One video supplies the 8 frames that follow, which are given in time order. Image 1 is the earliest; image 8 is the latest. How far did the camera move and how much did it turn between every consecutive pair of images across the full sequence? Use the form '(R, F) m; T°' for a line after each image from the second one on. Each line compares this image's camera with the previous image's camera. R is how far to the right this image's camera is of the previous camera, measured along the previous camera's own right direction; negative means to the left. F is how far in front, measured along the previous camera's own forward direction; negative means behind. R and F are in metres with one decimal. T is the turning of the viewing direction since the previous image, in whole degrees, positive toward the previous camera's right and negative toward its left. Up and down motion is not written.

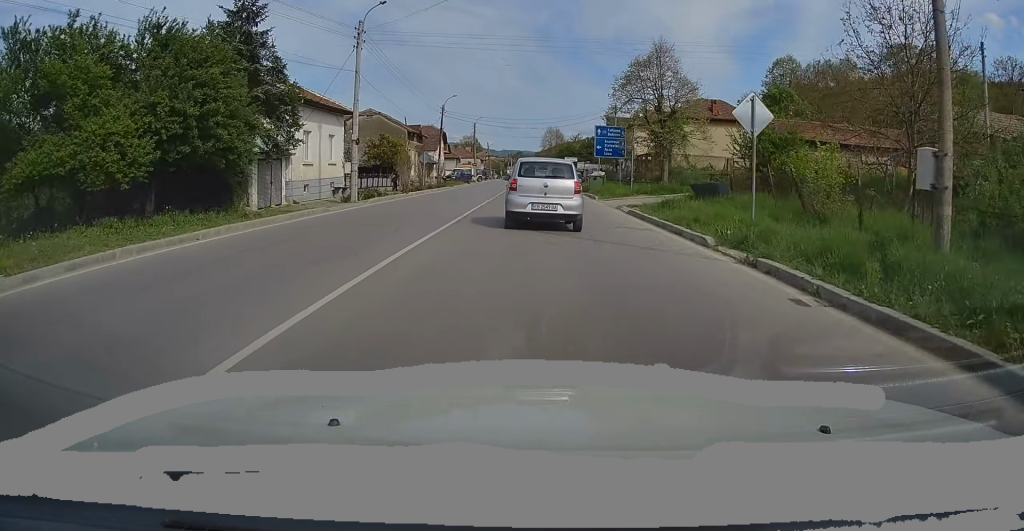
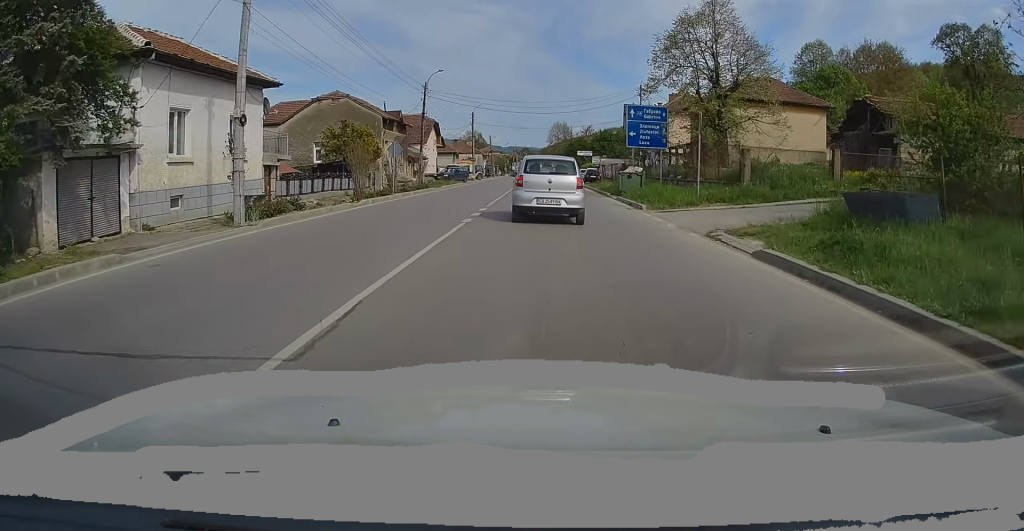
(0.0, +12.0) m; 0°
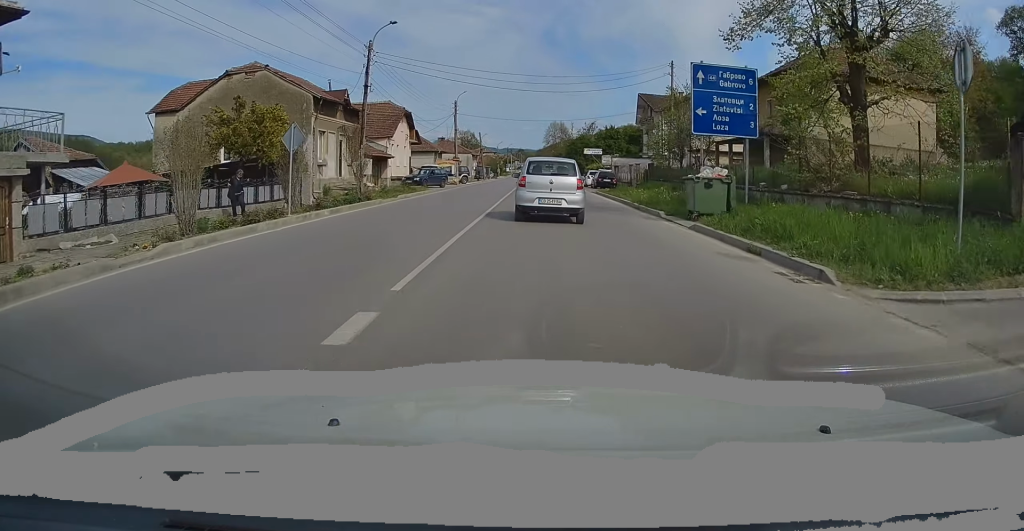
(-0.1, +14.0) m; -1°
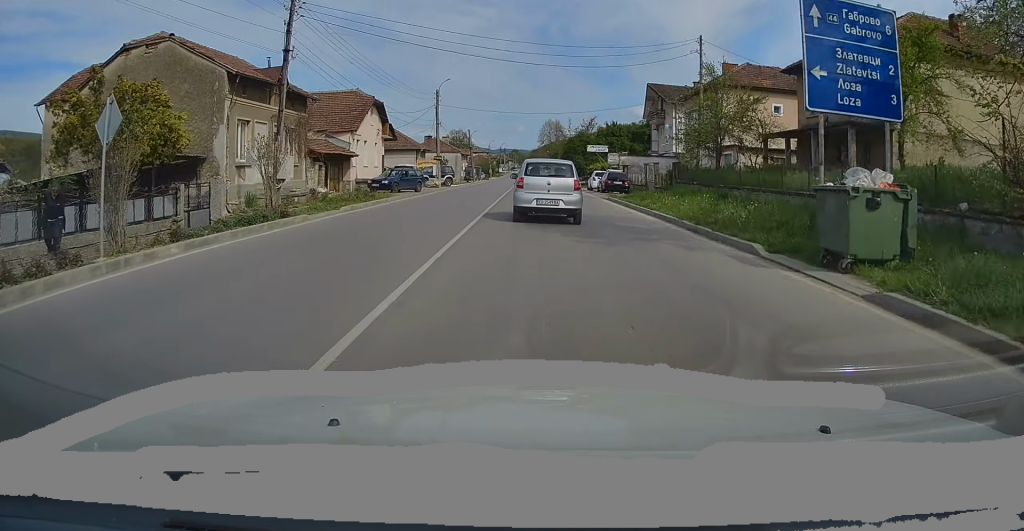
(0.0, +8.8) m; 0°
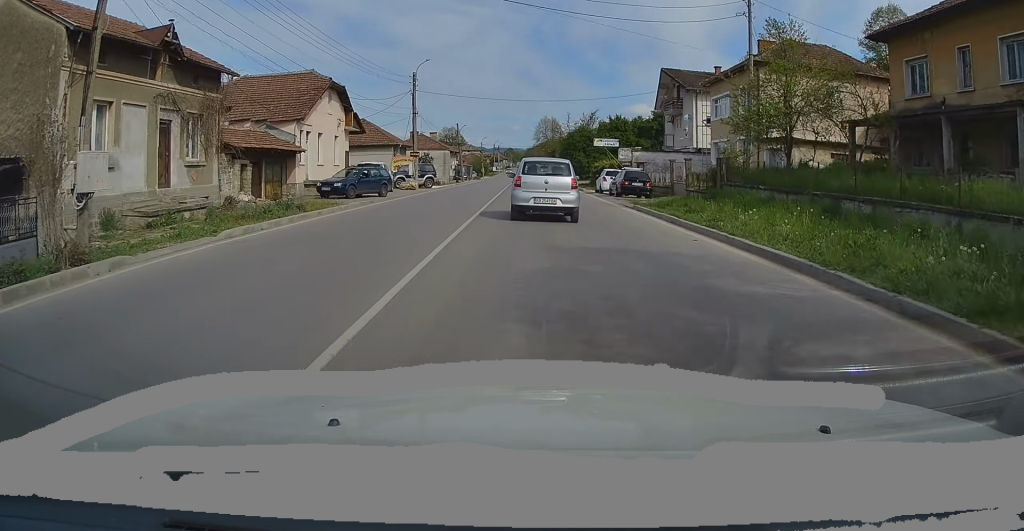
(0.0, +8.8) m; +1°
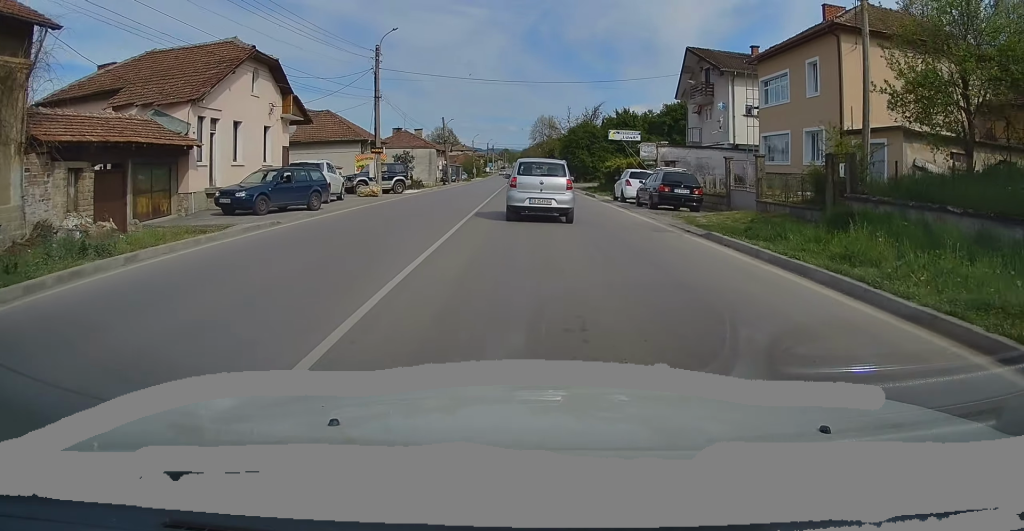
(+0.1, +10.0) m; +1°
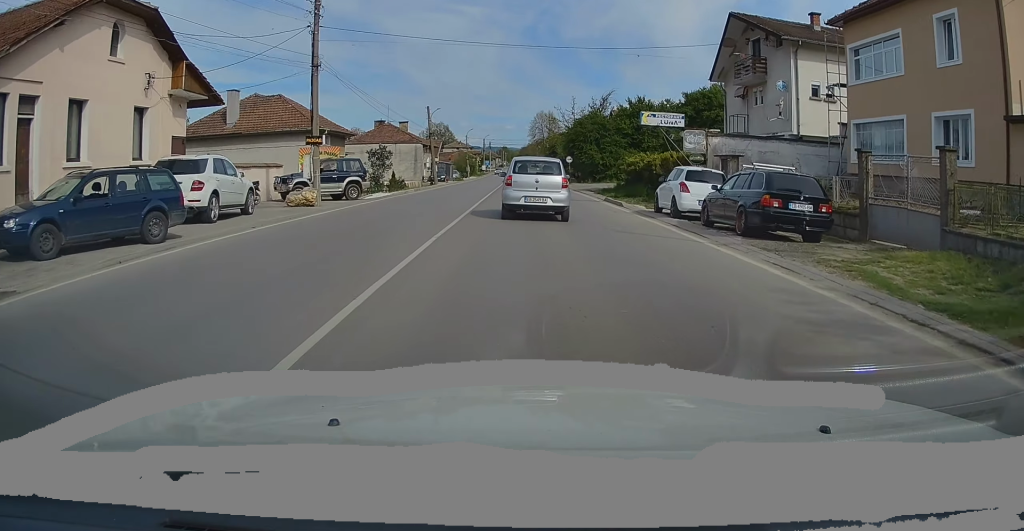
(+0.2, +10.1) m; 0°
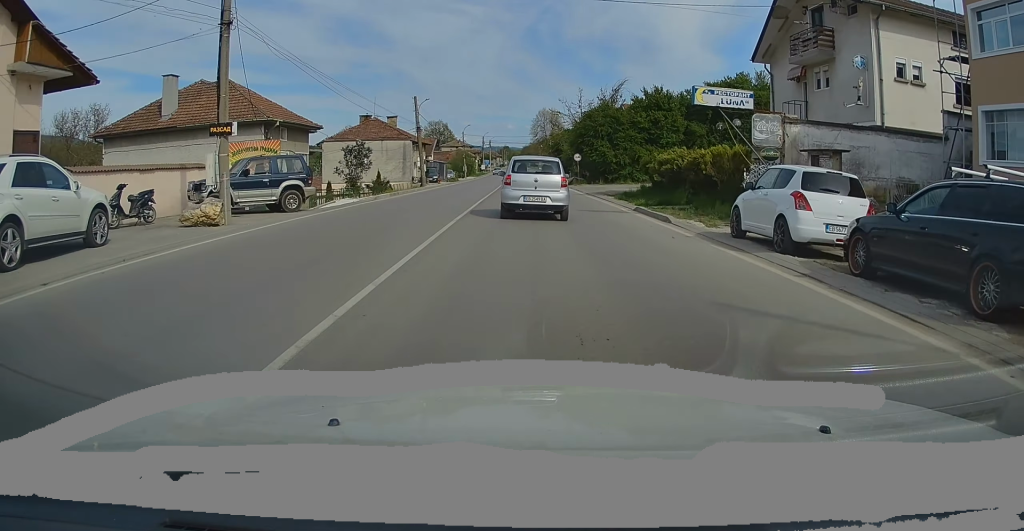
(-0.2, +7.7) m; 0°
